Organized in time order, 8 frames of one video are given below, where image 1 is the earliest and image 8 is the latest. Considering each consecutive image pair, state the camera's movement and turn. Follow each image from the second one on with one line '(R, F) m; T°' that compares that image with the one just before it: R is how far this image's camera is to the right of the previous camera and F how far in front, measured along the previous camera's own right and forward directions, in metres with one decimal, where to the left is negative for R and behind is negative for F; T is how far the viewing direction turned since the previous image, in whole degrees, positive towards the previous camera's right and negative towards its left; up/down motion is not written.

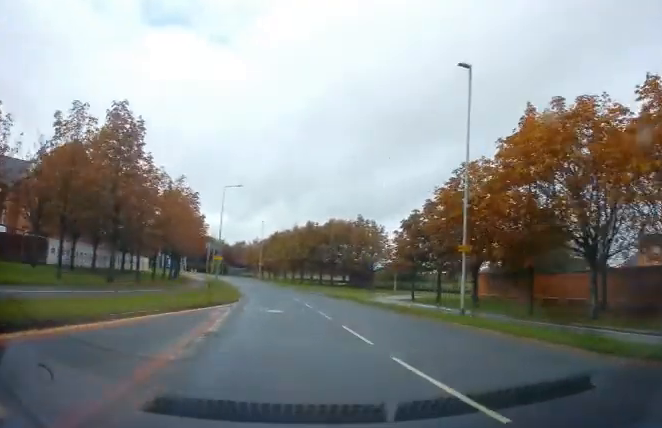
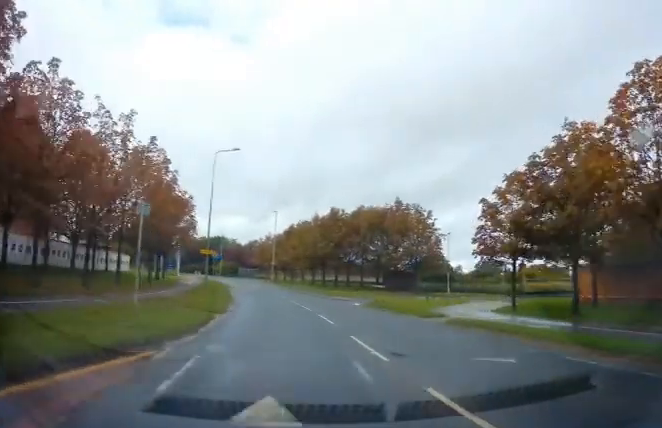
(-0.2, +14.4) m; -2°
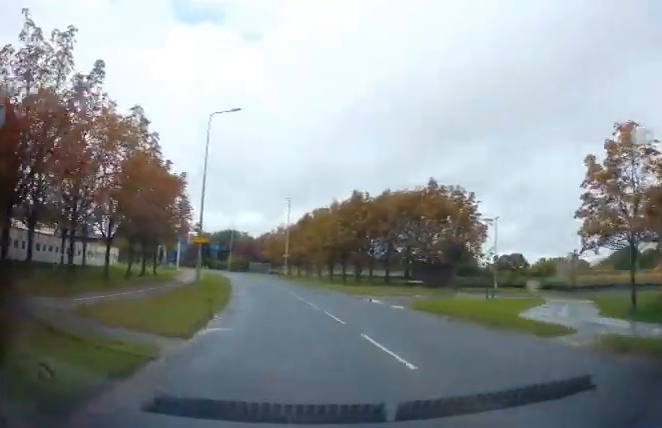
(+0.1, +7.6) m; -2°
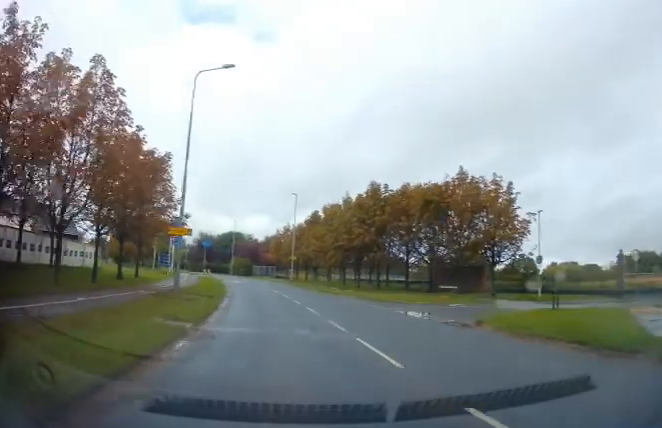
(-0.3, +6.3) m; -3°
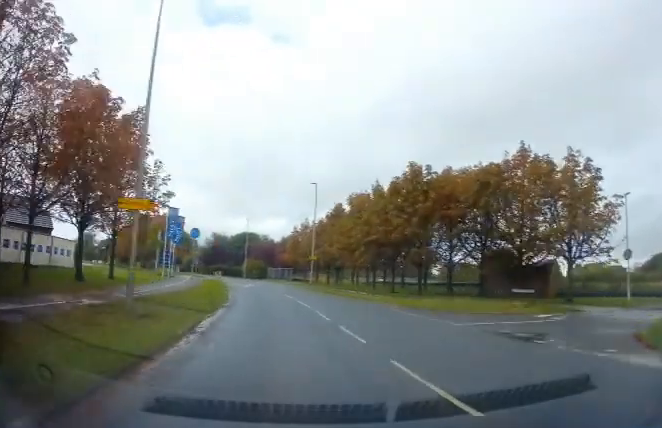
(-0.2, +7.7) m; -2°
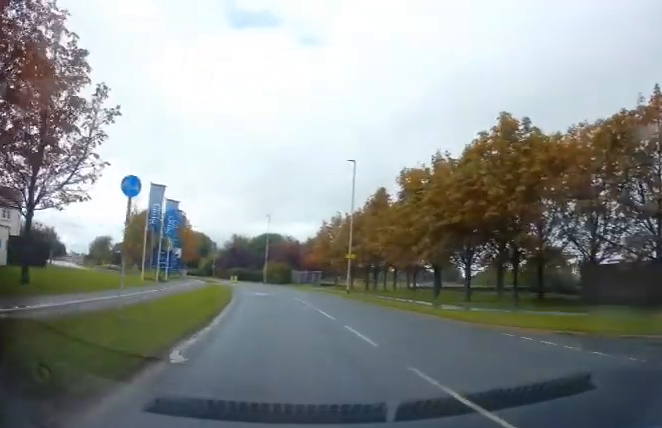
(-0.1, +11.3) m; -1°
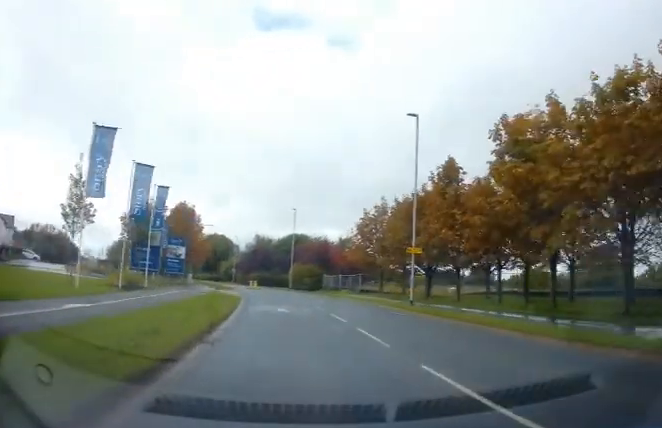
(0.0, +11.5) m; -2°
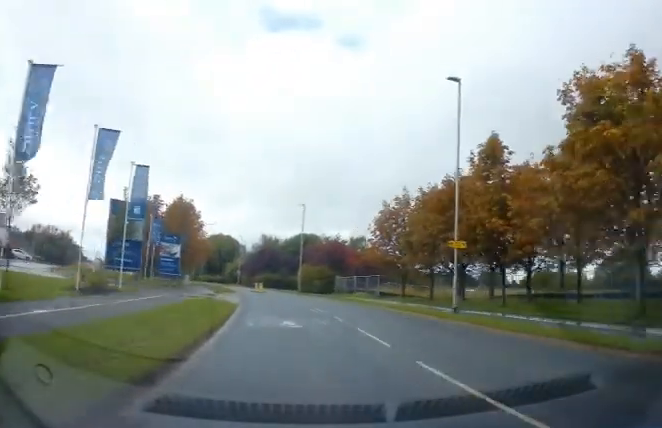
(+0.1, +5.3) m; -2°
